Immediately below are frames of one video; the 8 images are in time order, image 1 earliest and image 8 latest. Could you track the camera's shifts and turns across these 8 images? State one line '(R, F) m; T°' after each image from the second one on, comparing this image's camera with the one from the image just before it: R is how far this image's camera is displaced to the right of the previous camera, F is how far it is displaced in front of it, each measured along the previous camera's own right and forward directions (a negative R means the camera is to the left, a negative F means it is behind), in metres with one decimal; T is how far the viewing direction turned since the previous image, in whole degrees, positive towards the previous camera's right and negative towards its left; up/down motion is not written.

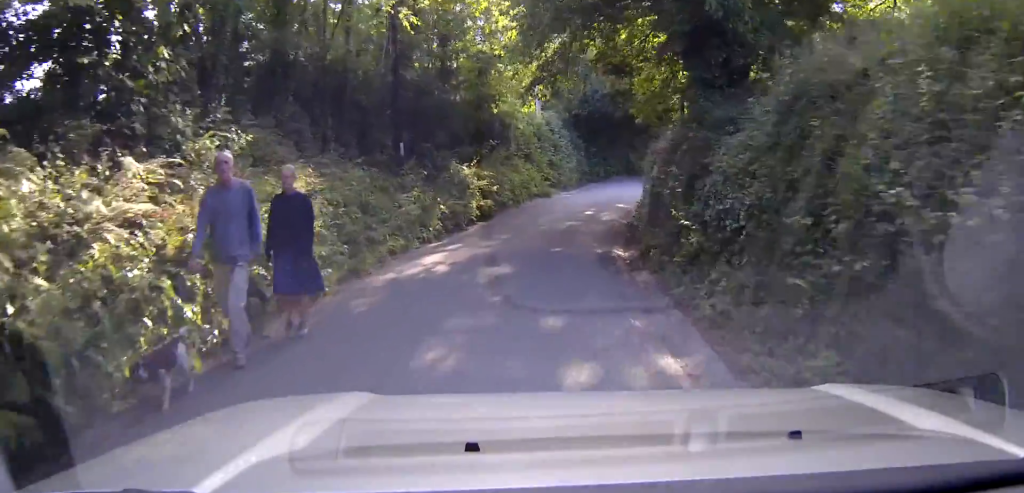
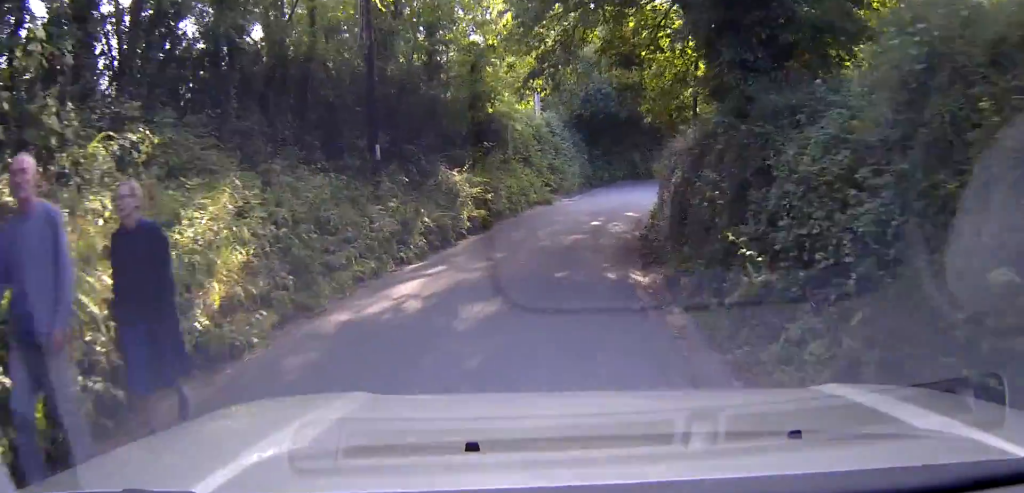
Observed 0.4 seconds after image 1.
(-0.1, +3.0) m; -1°
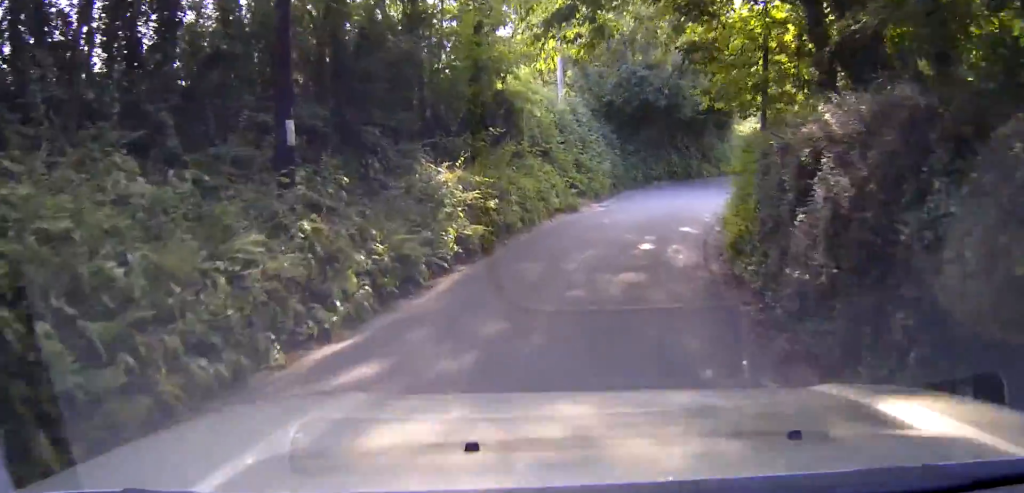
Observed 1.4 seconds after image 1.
(+0.1, +6.7) m; +4°
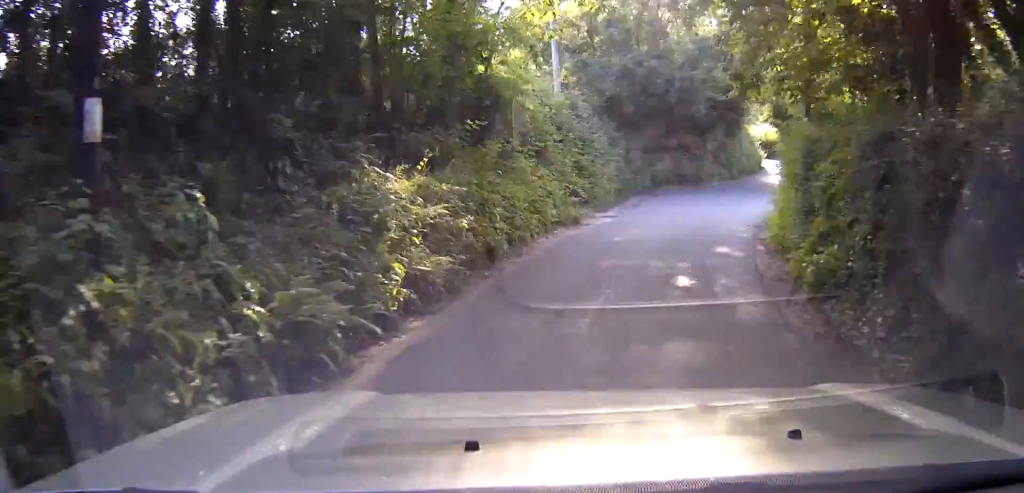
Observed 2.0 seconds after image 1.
(+0.2, +4.4) m; +3°
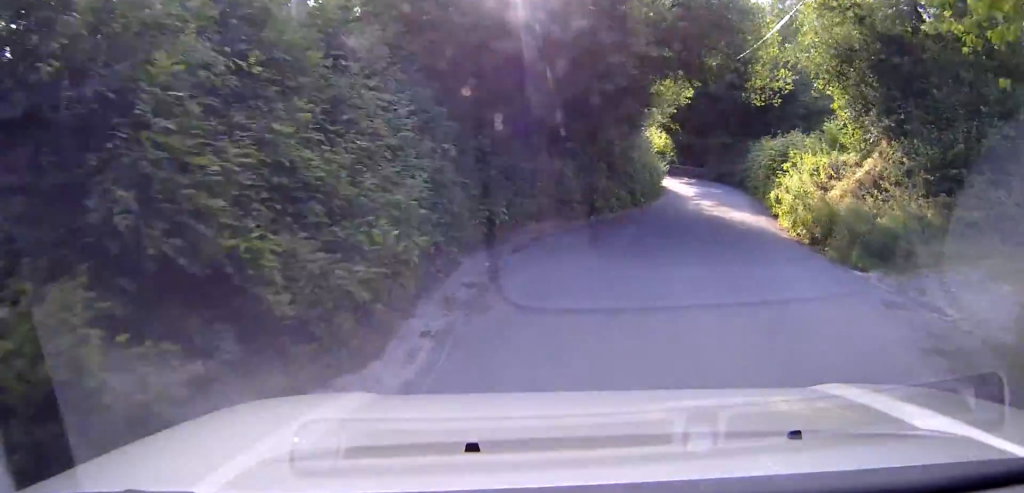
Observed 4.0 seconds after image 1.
(+2.7, +15.3) m; +22°
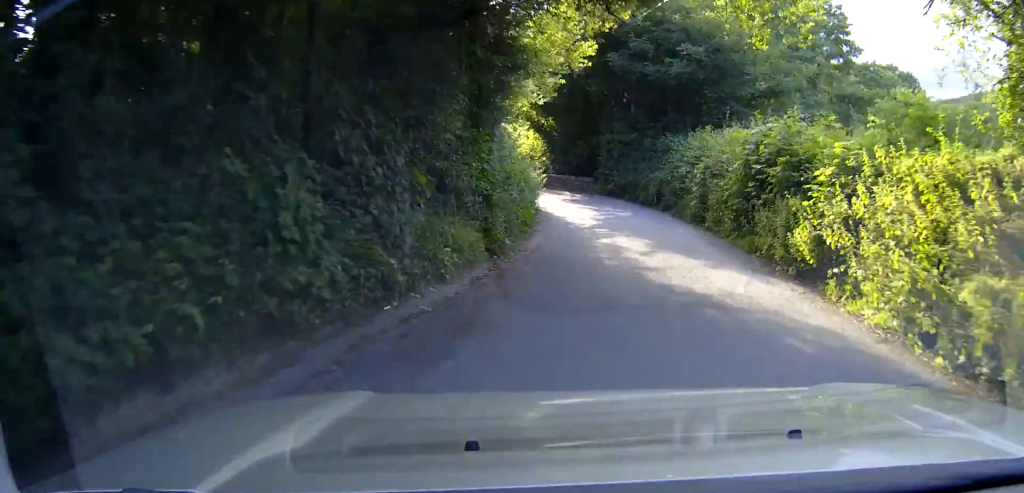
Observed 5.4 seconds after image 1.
(+0.8, +12.4) m; 0°
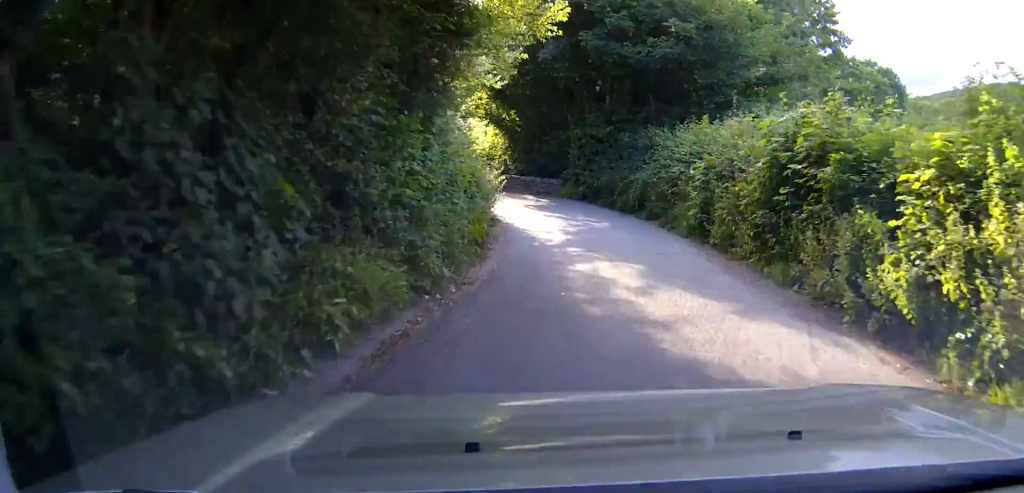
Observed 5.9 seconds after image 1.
(-0.3, +4.0) m; 0°
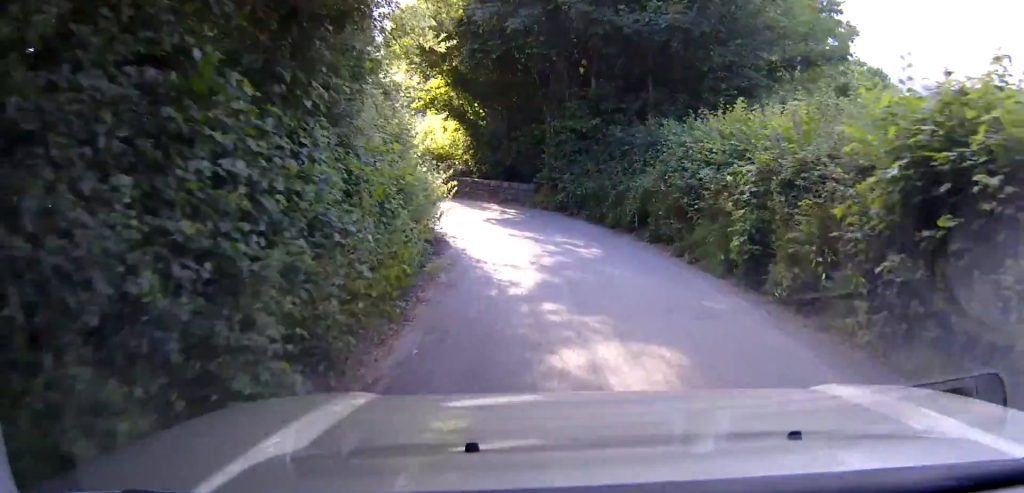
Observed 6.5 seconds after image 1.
(-0.2, +5.5) m; 0°
